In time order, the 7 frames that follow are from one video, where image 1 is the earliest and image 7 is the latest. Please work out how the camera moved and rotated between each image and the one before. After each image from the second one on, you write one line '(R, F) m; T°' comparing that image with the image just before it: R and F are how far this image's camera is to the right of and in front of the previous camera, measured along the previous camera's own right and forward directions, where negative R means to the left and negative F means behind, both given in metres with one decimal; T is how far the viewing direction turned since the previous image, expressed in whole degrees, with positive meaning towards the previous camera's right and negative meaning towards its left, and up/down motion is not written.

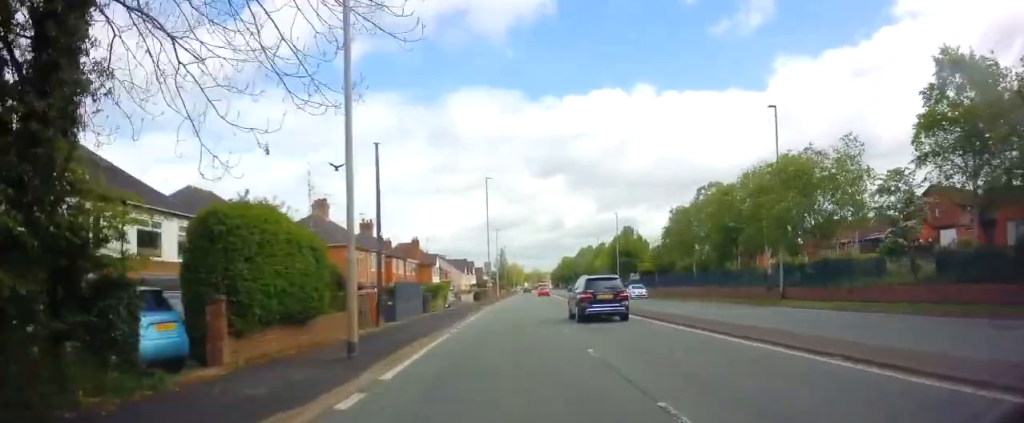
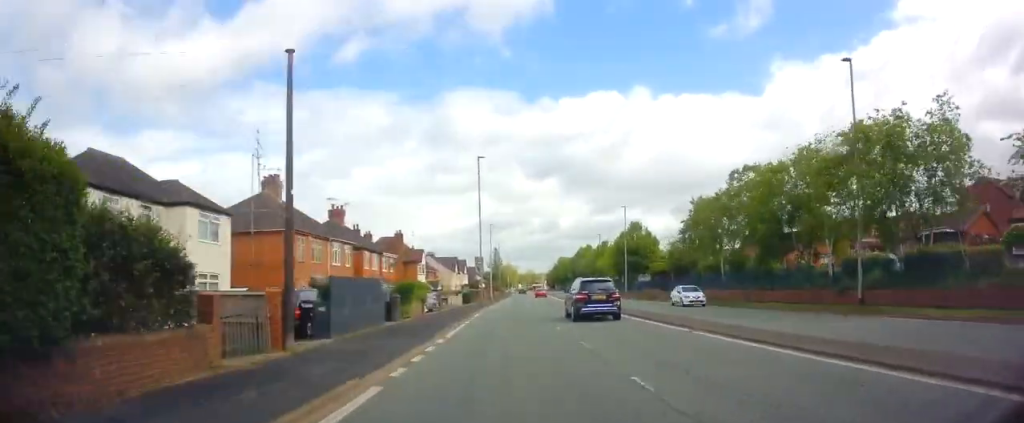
(+0.3, +9.3) m; +1°
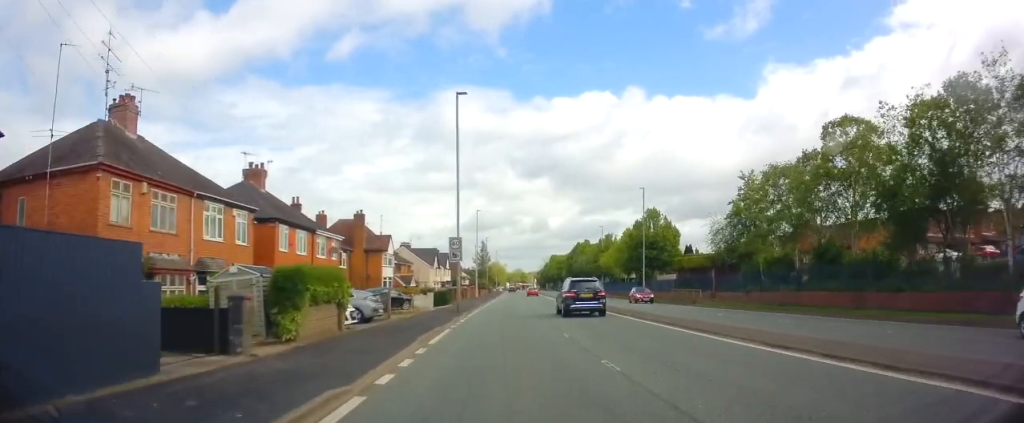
(+0.1, +15.5) m; +1°
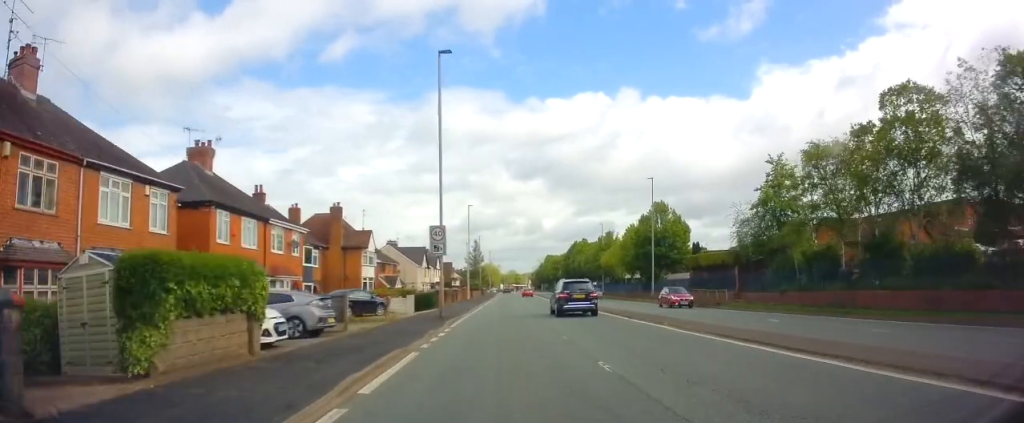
(-0.1, +6.2) m; 0°
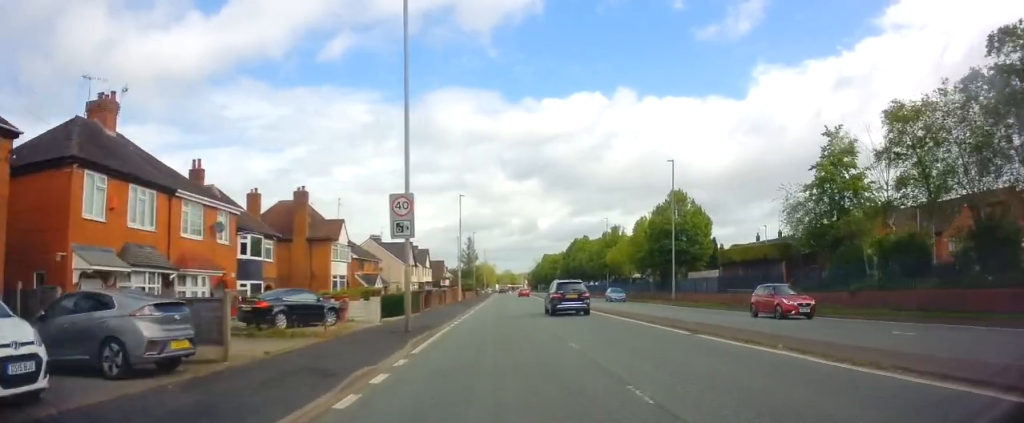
(+0.2, +8.2) m; +1°
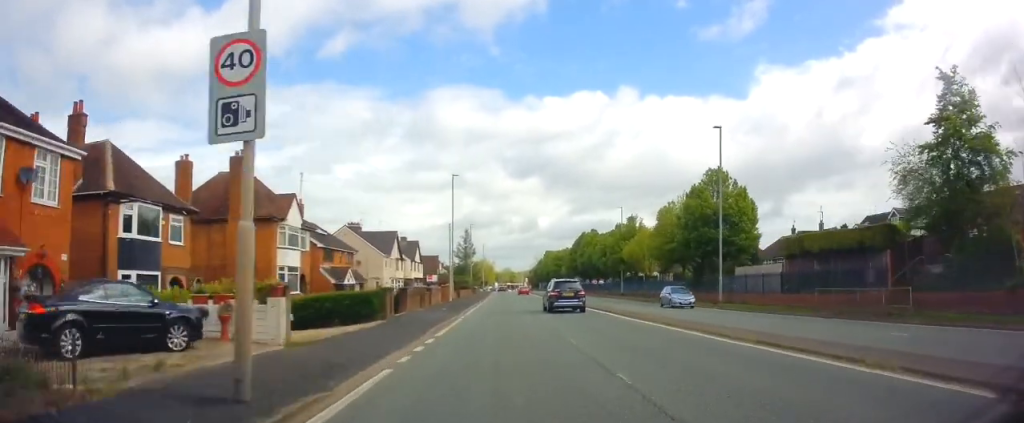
(+0.1, +10.9) m; +1°
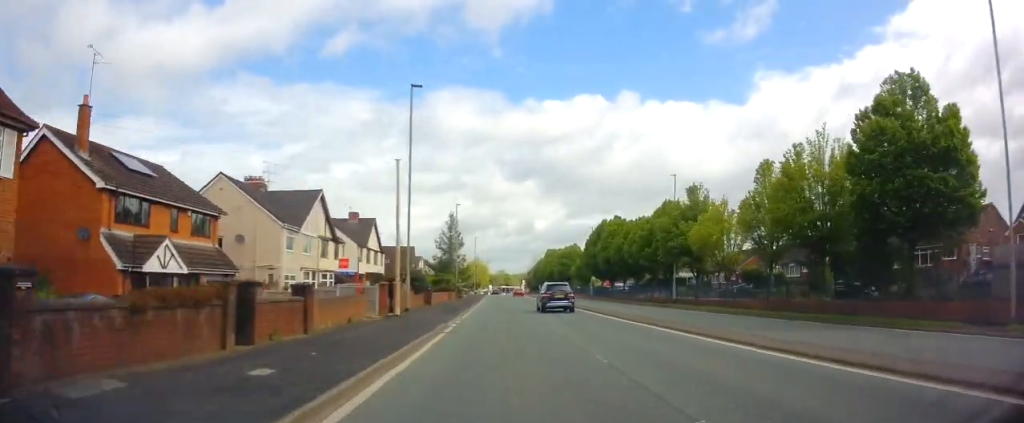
(-0.2, +26.2) m; 0°
